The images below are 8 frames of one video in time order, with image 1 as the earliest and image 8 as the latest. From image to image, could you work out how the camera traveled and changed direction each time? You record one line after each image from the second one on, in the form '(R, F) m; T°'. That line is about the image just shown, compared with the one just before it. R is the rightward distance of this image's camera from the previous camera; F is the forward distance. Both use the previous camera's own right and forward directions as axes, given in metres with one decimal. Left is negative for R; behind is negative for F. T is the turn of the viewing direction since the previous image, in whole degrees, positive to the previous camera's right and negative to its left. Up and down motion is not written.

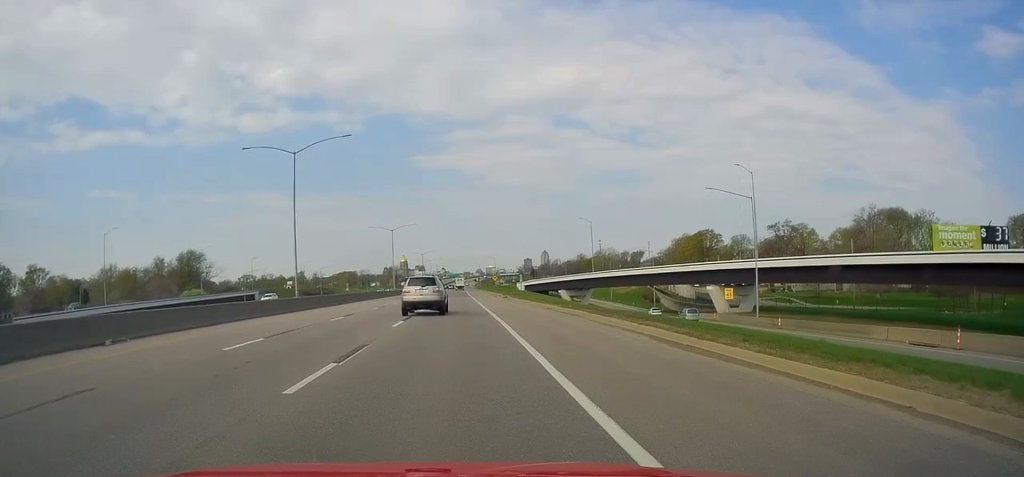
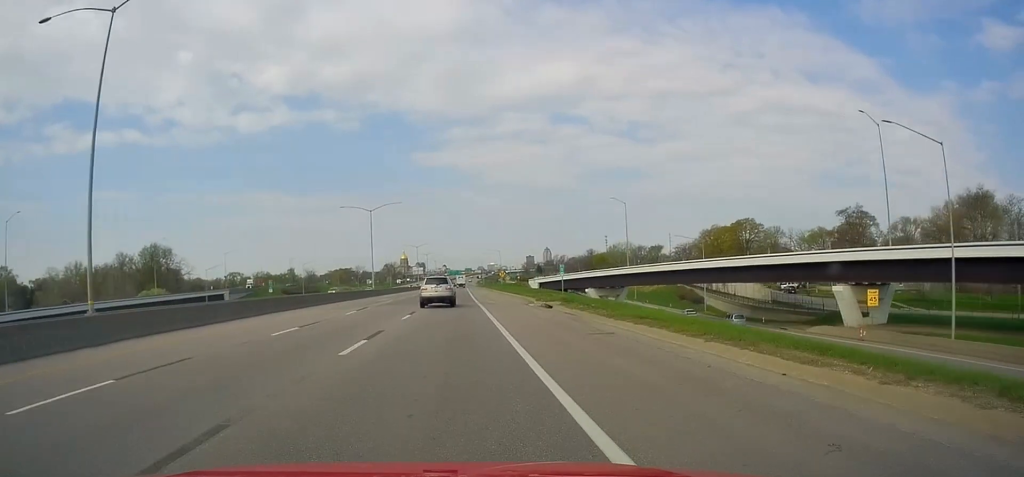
(-0.4, +32.1) m; -1°
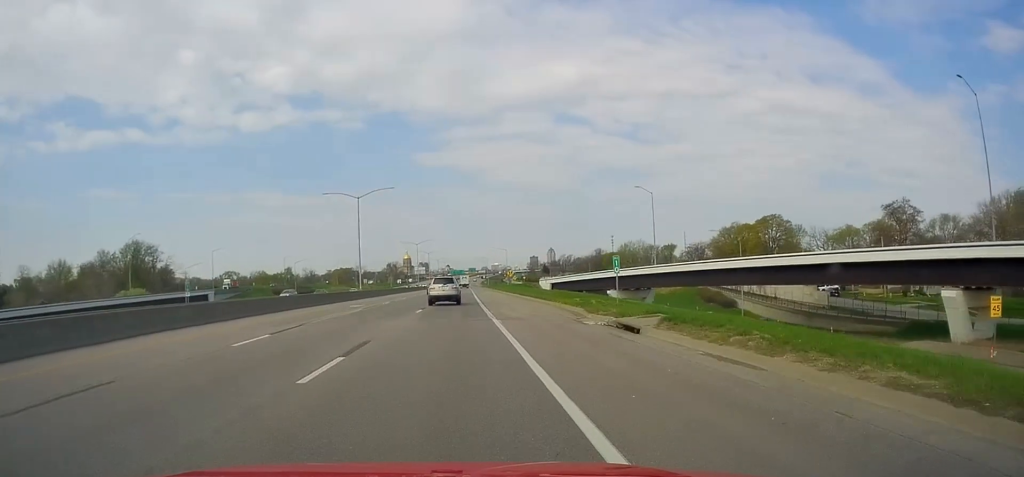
(+0.1, +15.5) m; 0°
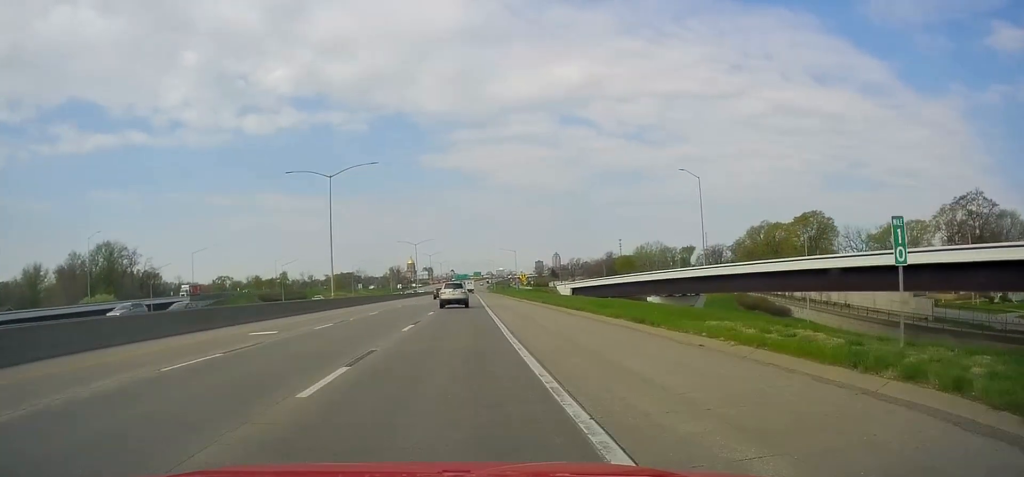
(+0.1, +20.8) m; 0°
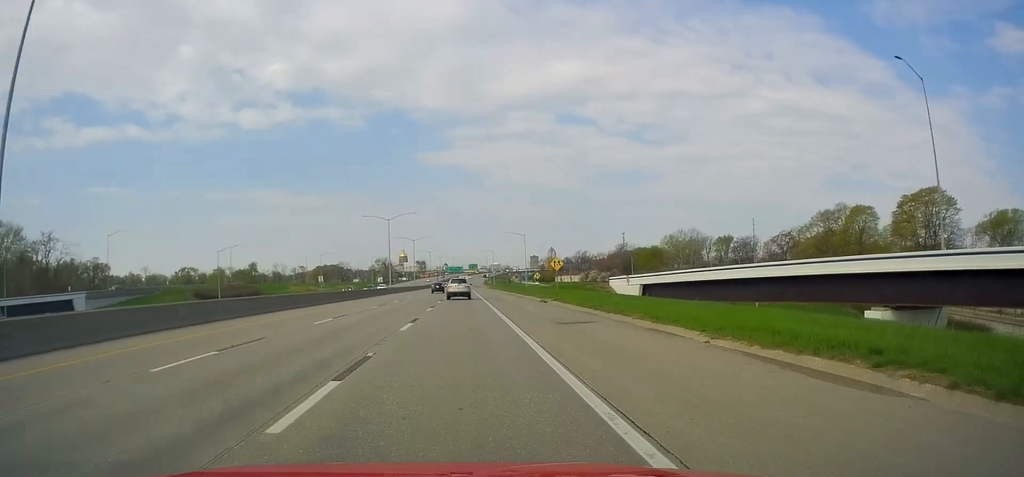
(-0.4, +49.9) m; -1°
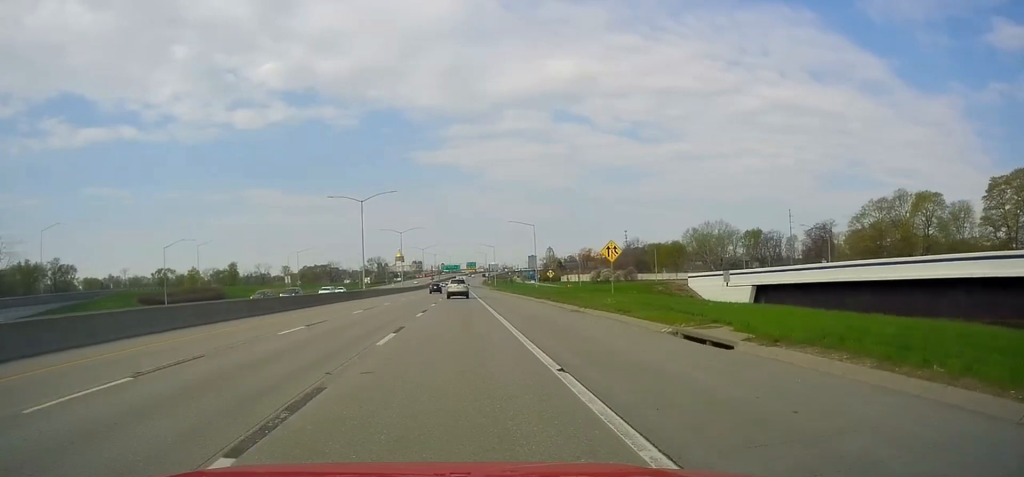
(-0.1, +28.7) m; +1°
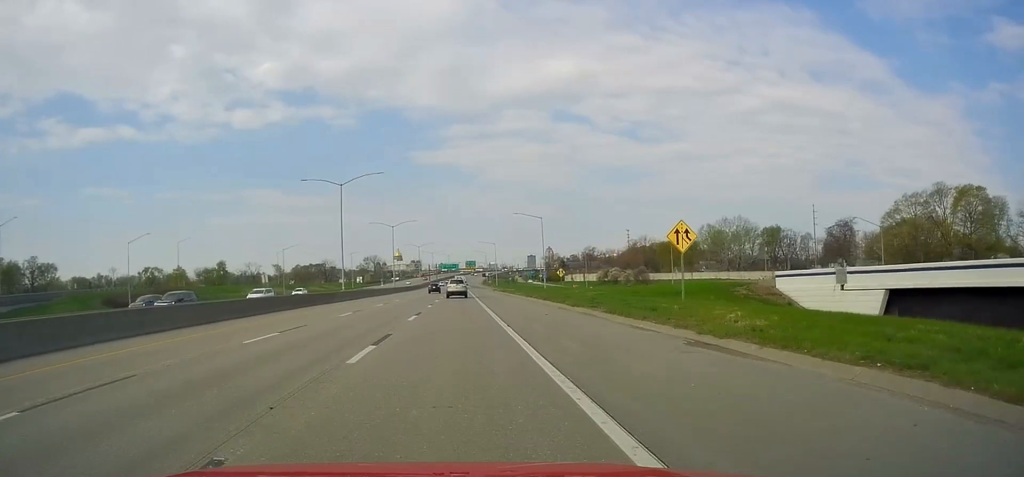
(+0.5, +14.8) m; +1°
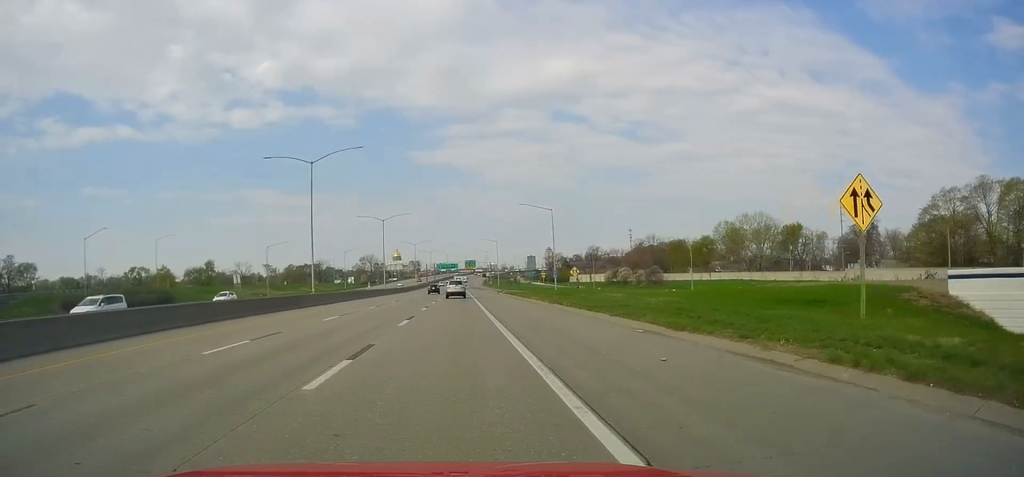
(-0.1, +14.7) m; -1°
